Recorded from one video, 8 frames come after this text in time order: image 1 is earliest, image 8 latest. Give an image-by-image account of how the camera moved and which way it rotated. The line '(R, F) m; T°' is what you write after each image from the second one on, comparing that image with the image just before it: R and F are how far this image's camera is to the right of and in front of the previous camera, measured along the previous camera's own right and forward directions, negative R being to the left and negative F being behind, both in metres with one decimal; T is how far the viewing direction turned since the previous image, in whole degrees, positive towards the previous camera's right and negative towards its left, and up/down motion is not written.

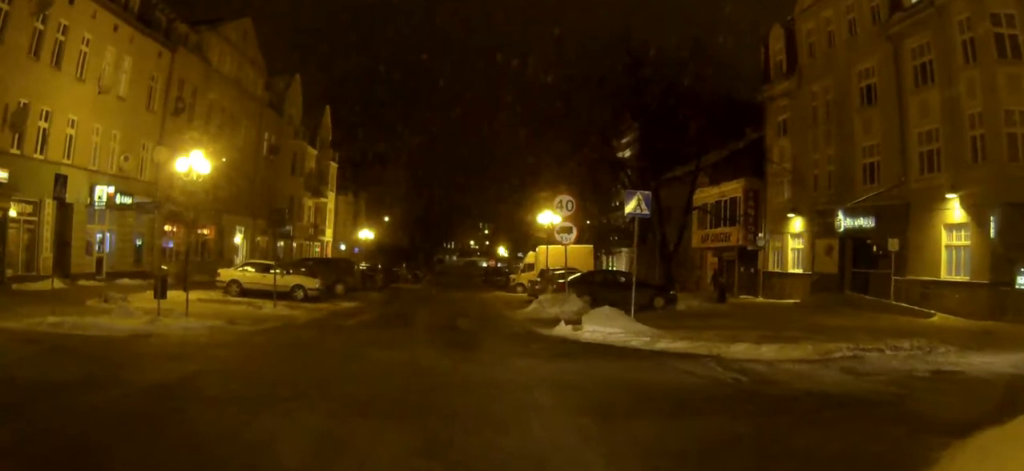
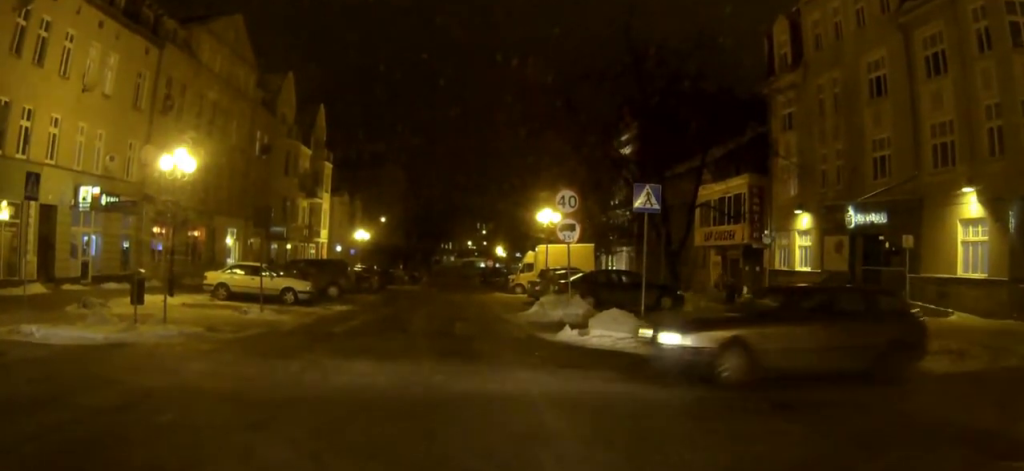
(-0.2, +1.2) m; 0°
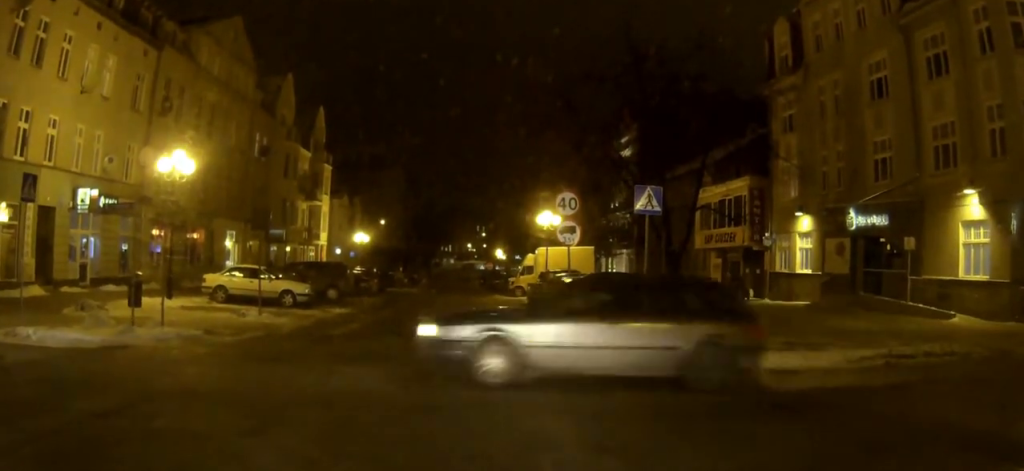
(0.0, +0.2) m; 0°
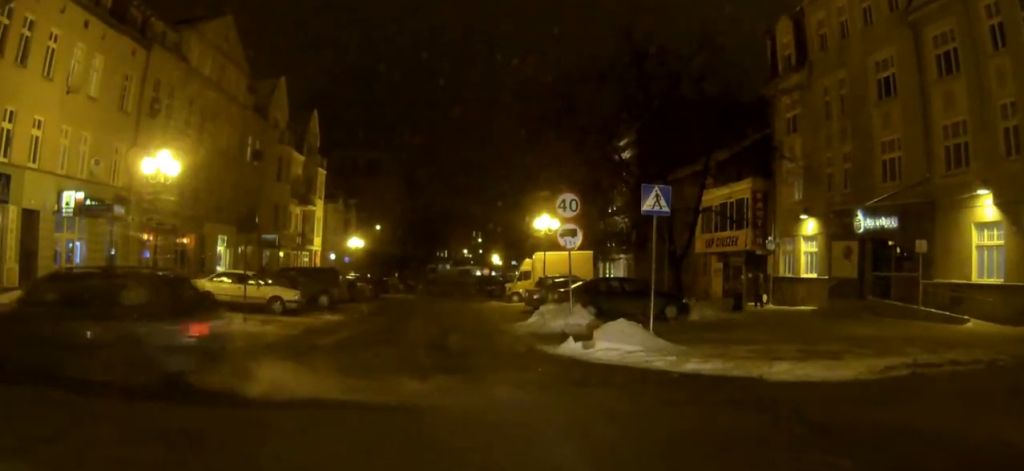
(0.0, +0.5) m; 0°
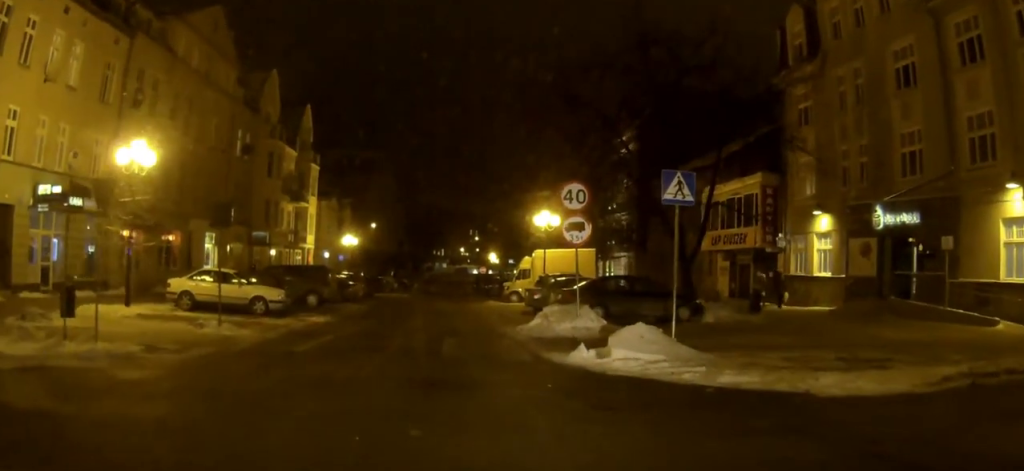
(0.0, +0.7) m; +1°
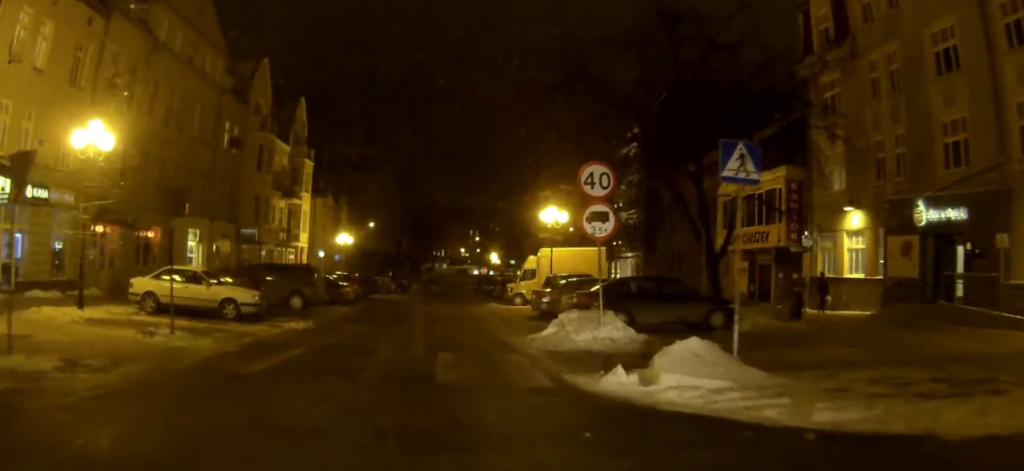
(0.0, +1.6) m; +2°
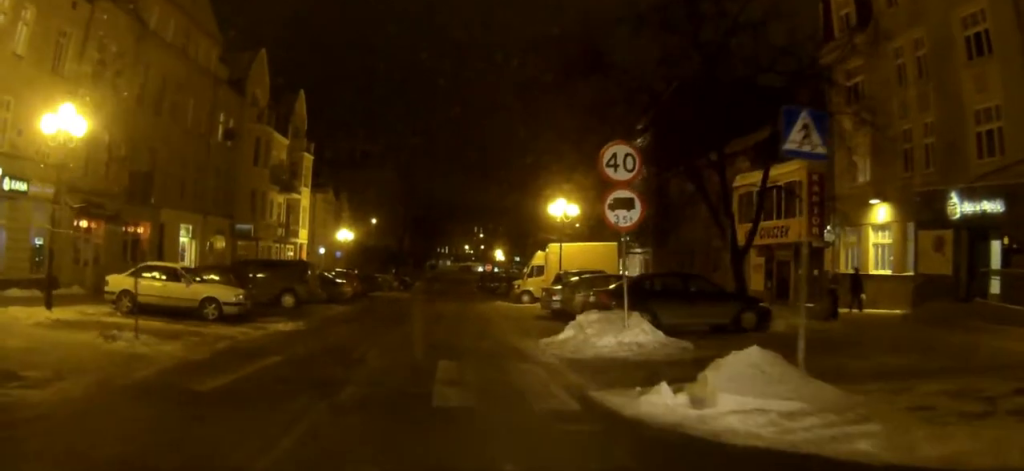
(0.0, +1.7) m; 0°
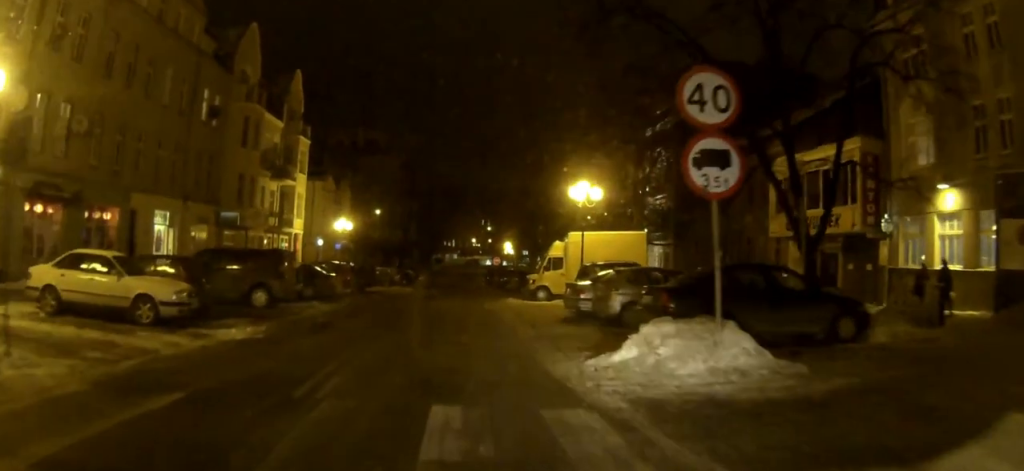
(0.0, +3.9) m; 0°
